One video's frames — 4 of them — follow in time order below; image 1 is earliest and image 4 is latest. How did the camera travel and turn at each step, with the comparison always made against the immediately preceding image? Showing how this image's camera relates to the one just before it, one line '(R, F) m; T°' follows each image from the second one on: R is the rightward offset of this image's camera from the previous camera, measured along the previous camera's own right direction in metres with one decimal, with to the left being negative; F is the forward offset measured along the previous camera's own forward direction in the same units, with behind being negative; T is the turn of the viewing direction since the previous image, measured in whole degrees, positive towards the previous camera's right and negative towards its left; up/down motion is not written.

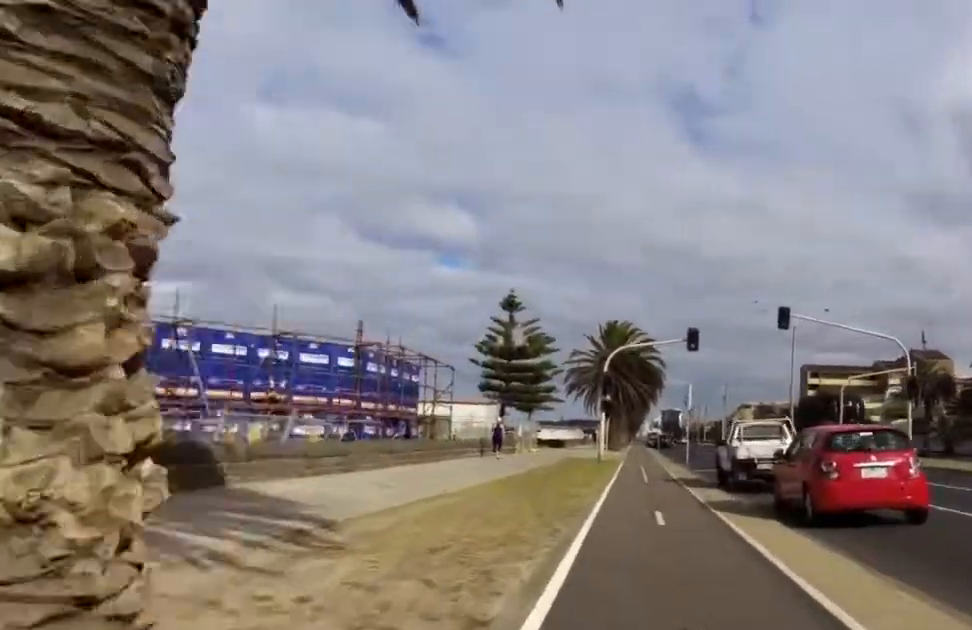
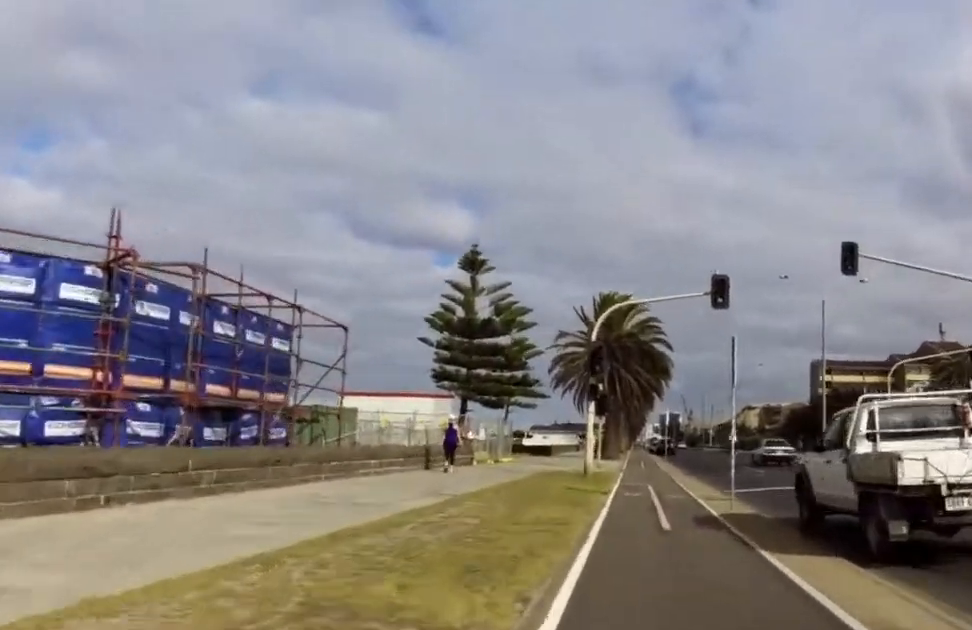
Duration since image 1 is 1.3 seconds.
(-0.5, +10.8) m; 0°
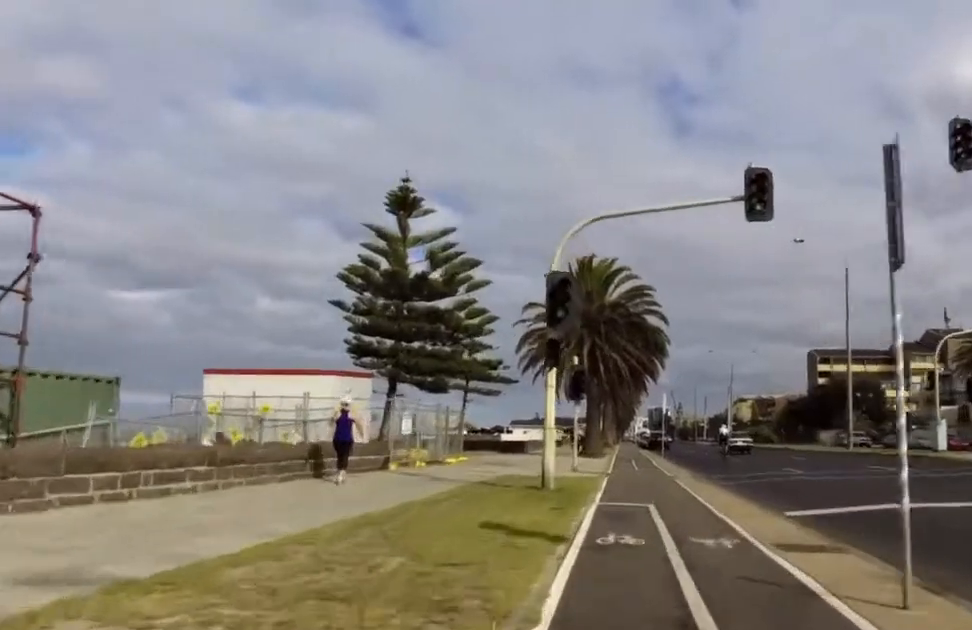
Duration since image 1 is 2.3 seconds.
(+0.1, +9.2) m; 0°
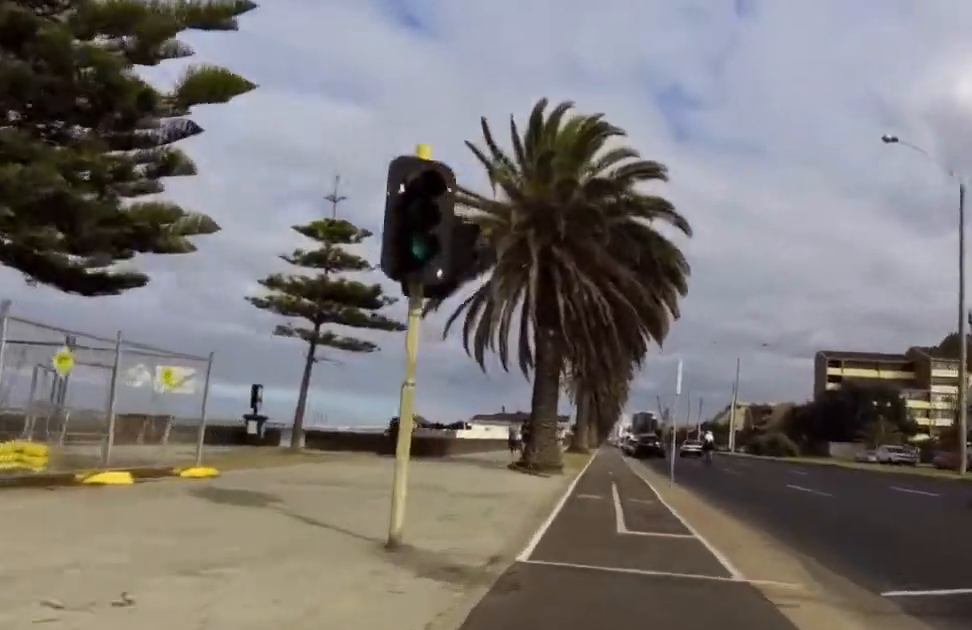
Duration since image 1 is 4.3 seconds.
(0.0, +17.2) m; 0°
